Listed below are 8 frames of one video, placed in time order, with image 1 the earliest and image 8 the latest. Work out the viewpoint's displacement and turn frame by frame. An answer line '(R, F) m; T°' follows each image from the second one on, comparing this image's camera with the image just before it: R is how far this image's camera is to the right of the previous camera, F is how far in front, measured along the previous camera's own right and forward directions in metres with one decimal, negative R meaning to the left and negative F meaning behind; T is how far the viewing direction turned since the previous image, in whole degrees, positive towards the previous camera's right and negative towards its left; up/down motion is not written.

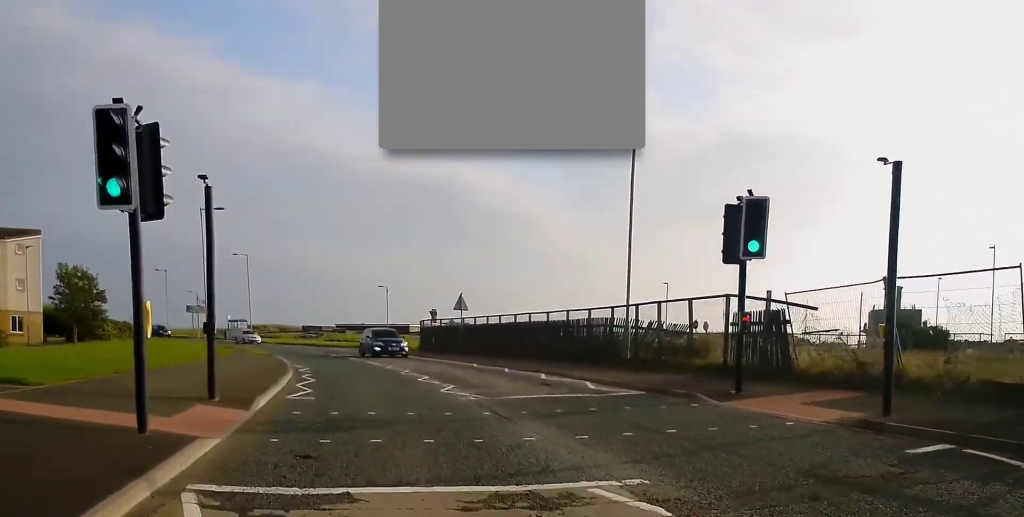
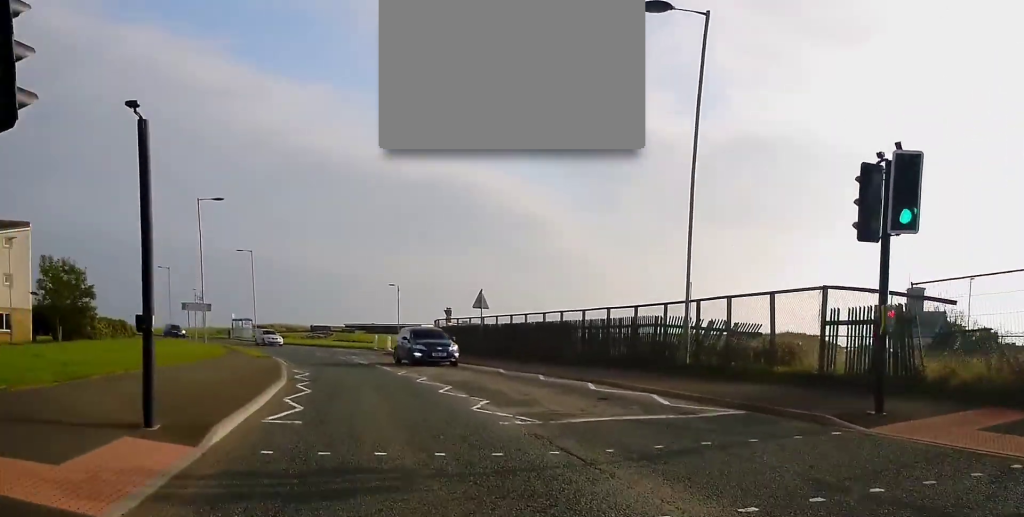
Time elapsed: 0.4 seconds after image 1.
(+0.1, +4.1) m; -1°
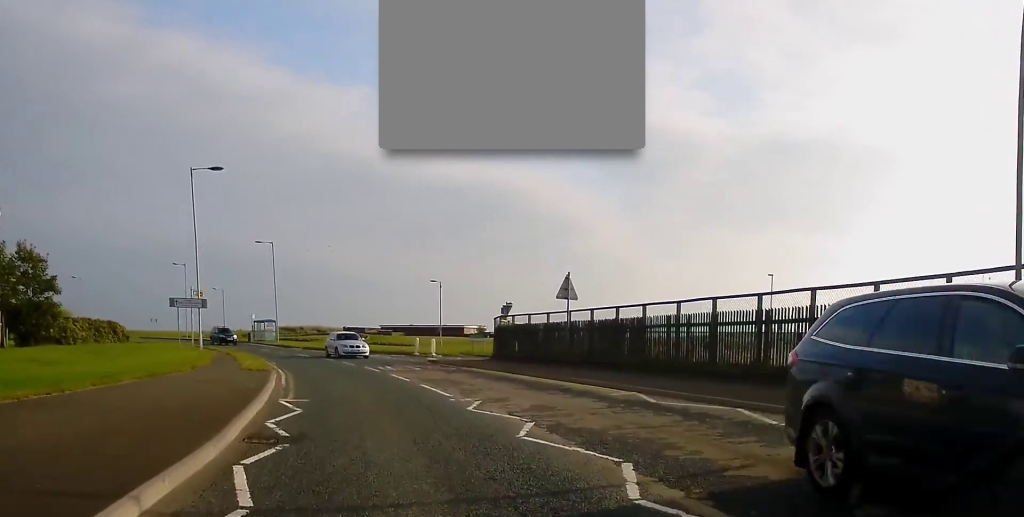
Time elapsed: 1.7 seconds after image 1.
(-0.5, +11.4) m; -2°
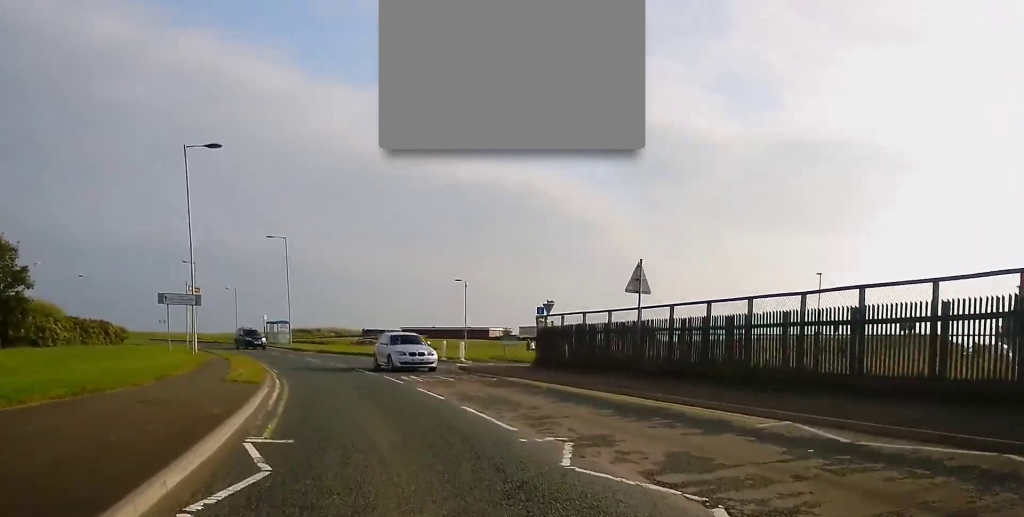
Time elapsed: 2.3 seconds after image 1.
(+0.1, +5.6) m; -1°
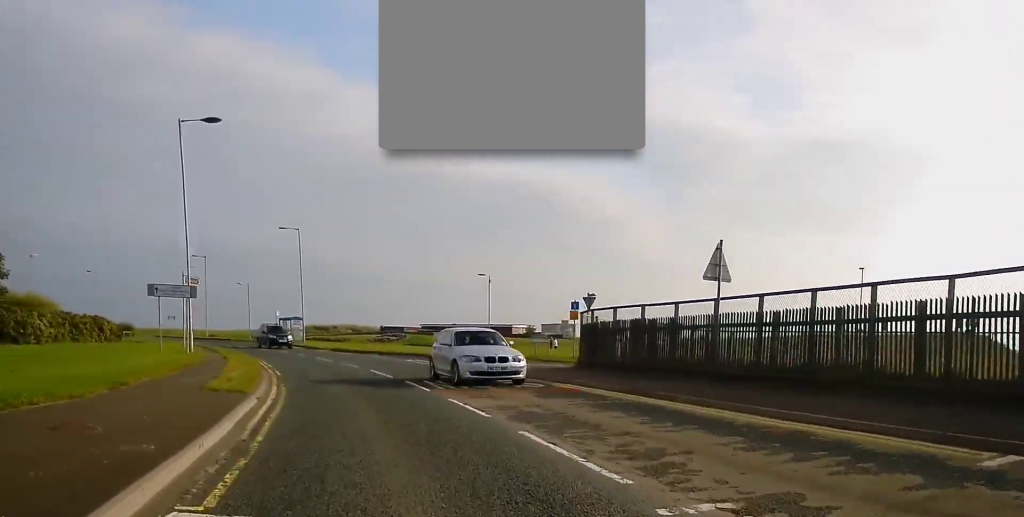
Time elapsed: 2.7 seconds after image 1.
(+0.2, +4.1) m; -1°
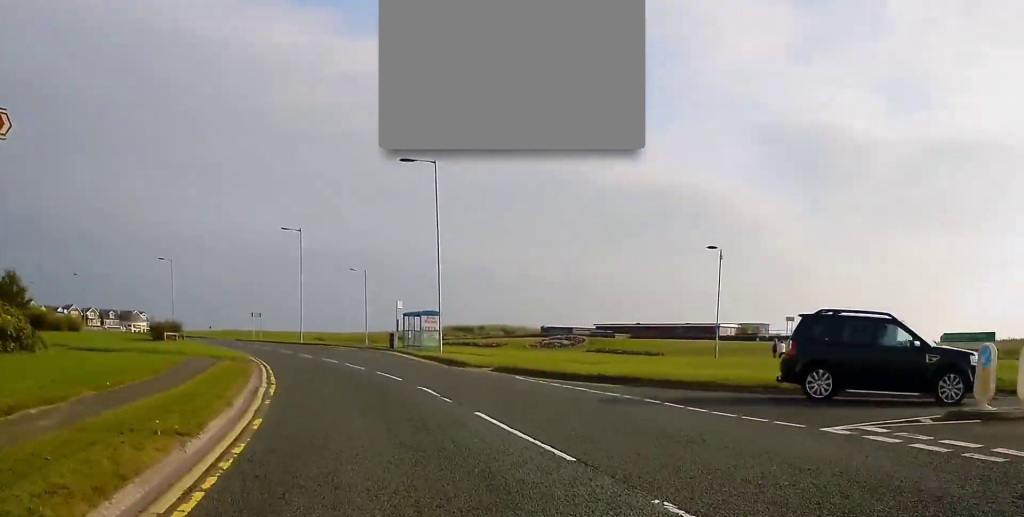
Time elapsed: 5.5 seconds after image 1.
(-3.1, +27.7) m; -9°
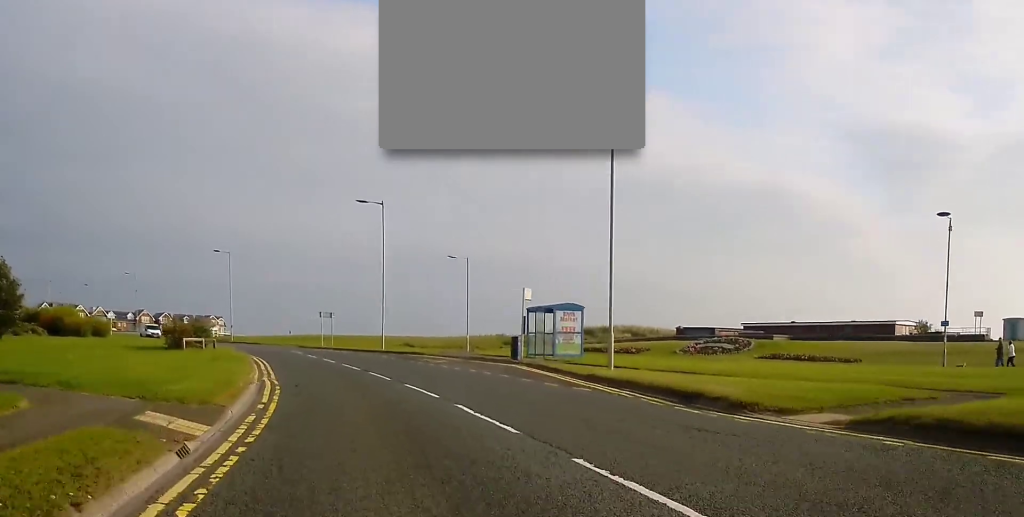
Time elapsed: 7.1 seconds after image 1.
(-0.7, +16.8) m; -7°
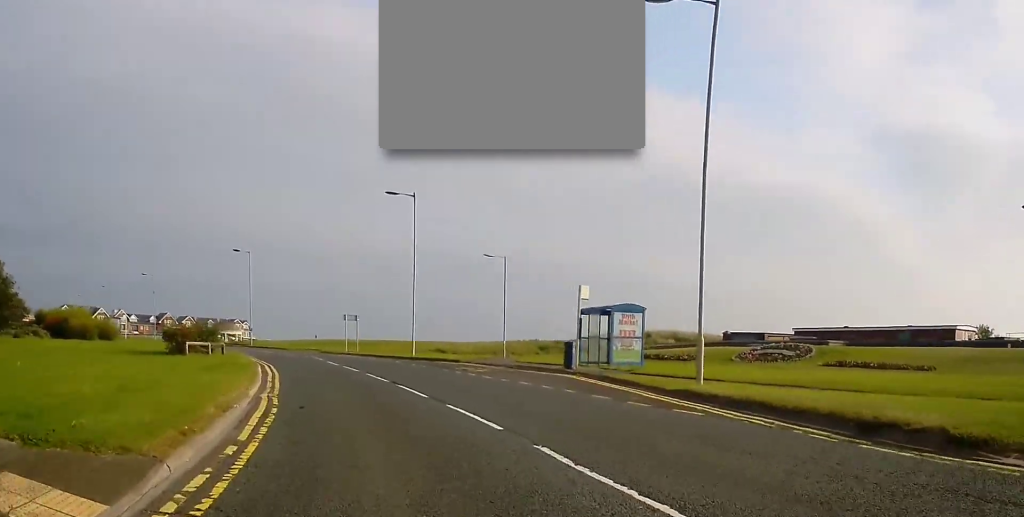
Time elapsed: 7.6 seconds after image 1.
(-0.2, +5.0) m; -2°
